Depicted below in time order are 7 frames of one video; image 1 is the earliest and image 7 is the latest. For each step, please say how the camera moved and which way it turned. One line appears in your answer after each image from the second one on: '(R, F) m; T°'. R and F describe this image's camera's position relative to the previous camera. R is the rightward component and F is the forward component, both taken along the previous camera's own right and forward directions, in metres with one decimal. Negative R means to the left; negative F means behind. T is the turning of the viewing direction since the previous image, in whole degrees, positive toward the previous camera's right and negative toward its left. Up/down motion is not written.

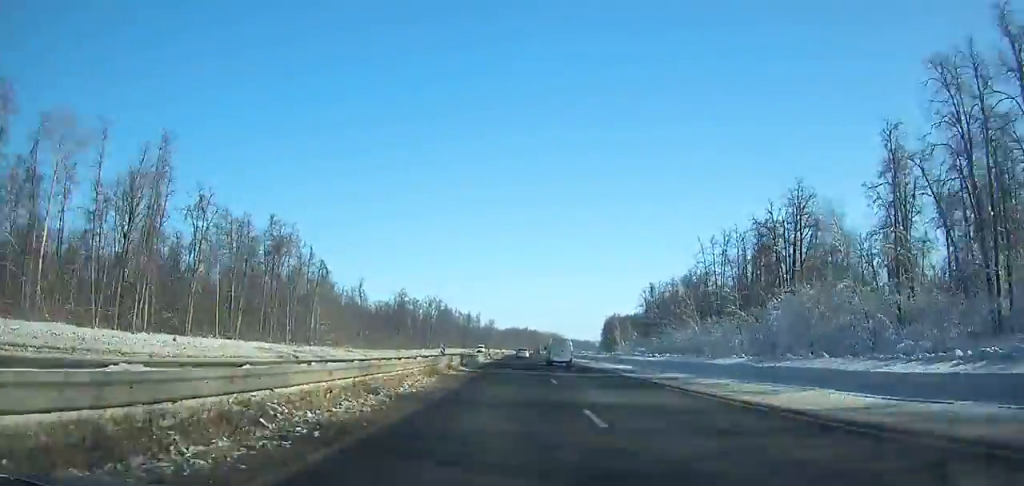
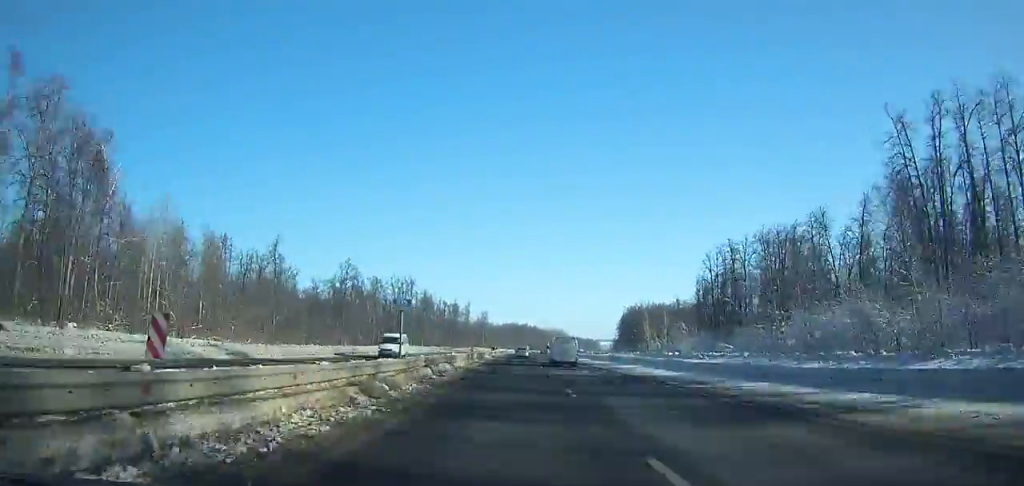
(-0.2, +66.5) m; 0°
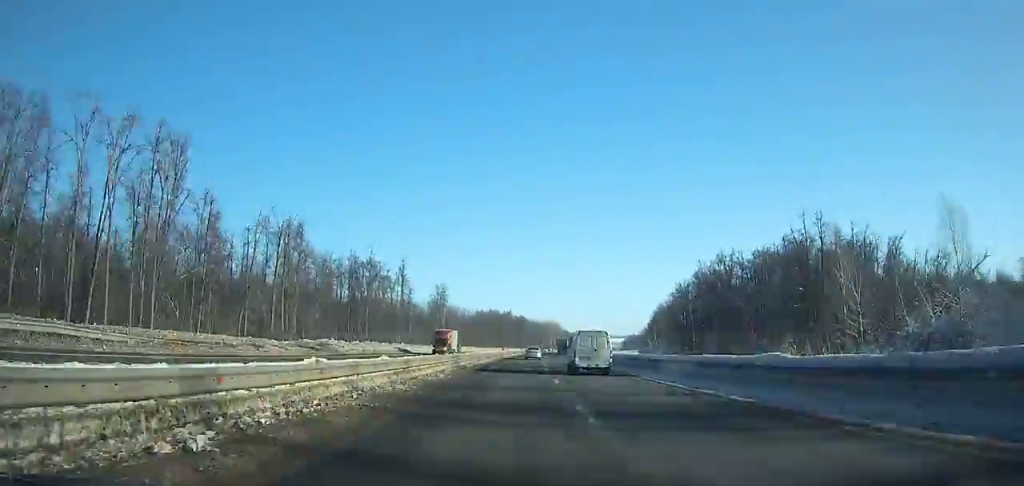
(+2.1, +137.2) m; +3°
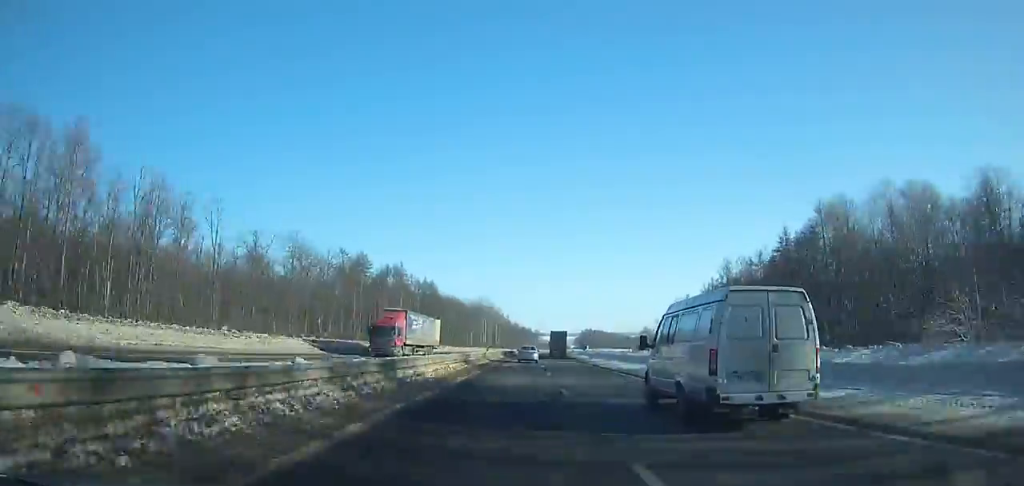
(+9.5, +186.3) m; +6°
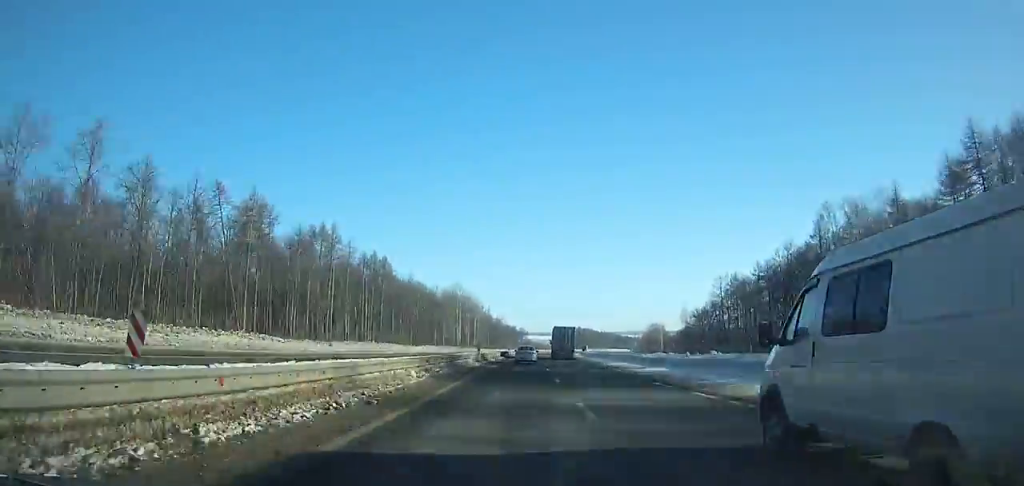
(+1.2, +52.5) m; +2°
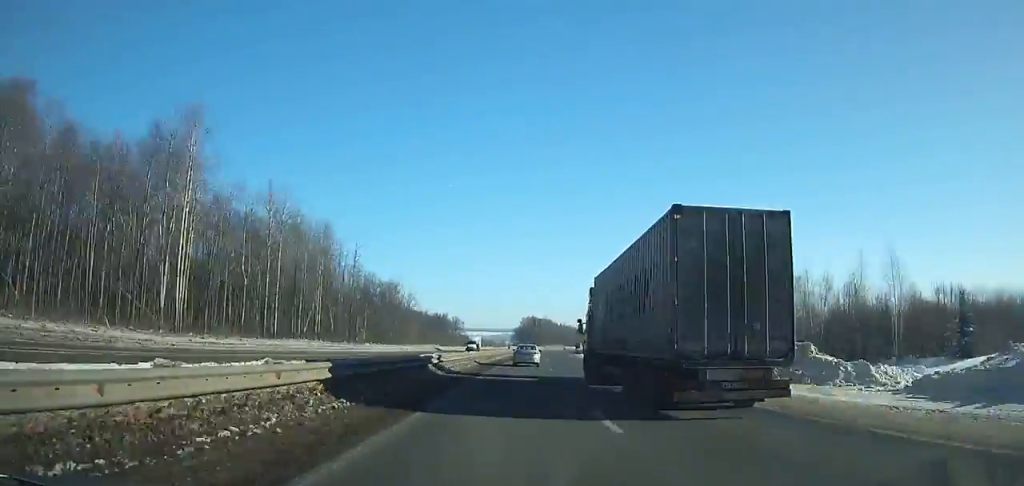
(+7.9, +167.5) m; +6°
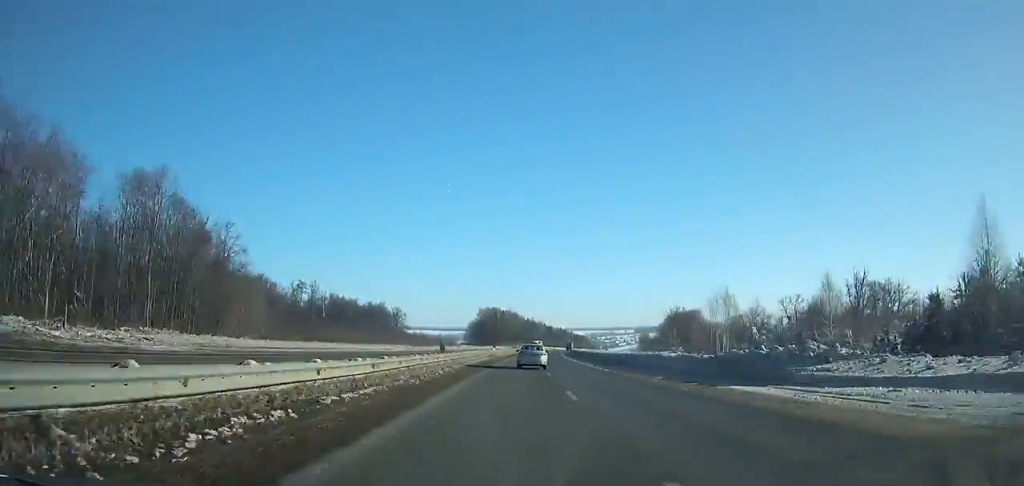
(+3.4, +99.9) m; +4°
